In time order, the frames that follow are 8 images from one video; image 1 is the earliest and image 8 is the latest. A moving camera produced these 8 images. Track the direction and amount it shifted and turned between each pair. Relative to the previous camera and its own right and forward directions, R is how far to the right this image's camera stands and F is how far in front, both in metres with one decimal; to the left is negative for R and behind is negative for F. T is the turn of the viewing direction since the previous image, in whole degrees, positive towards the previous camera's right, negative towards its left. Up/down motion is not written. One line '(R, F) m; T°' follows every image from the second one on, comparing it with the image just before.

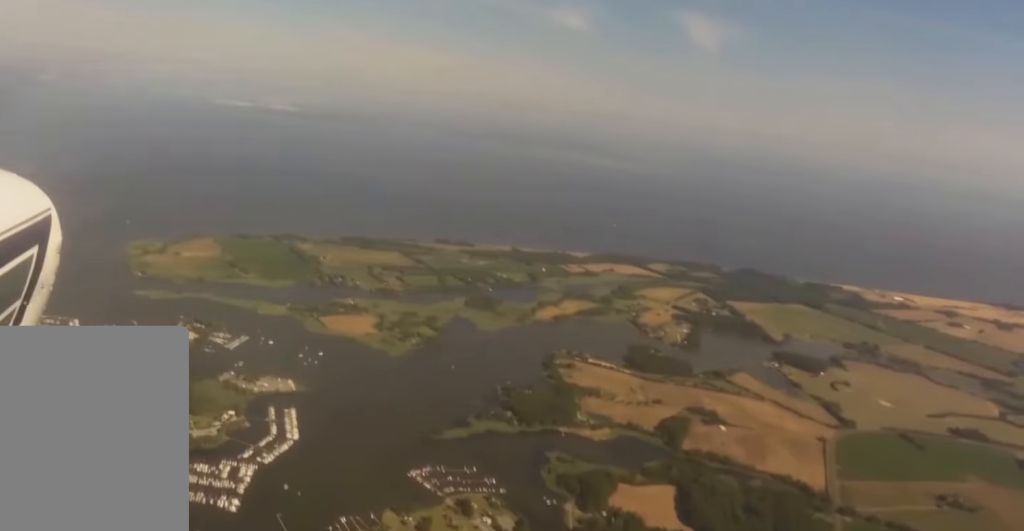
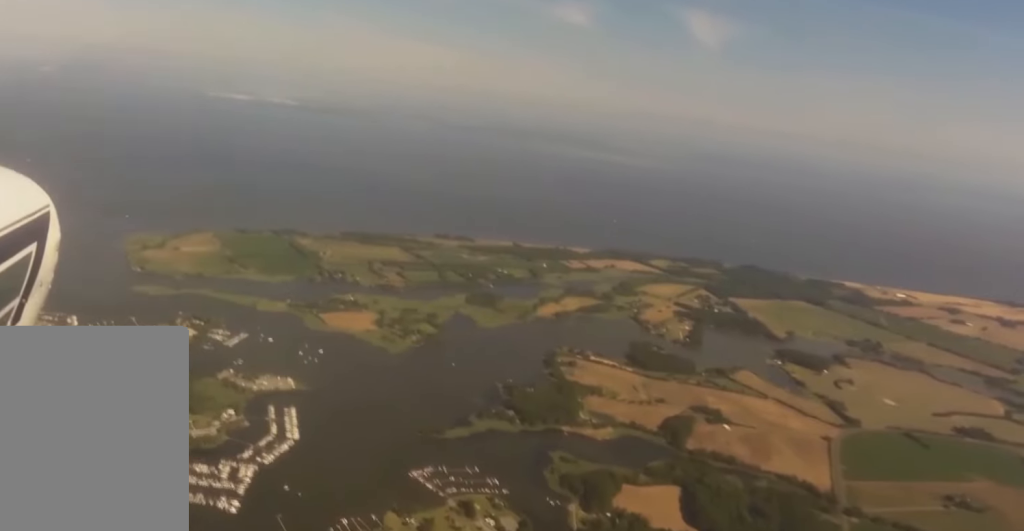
(-0.7, +21.5) m; -1°
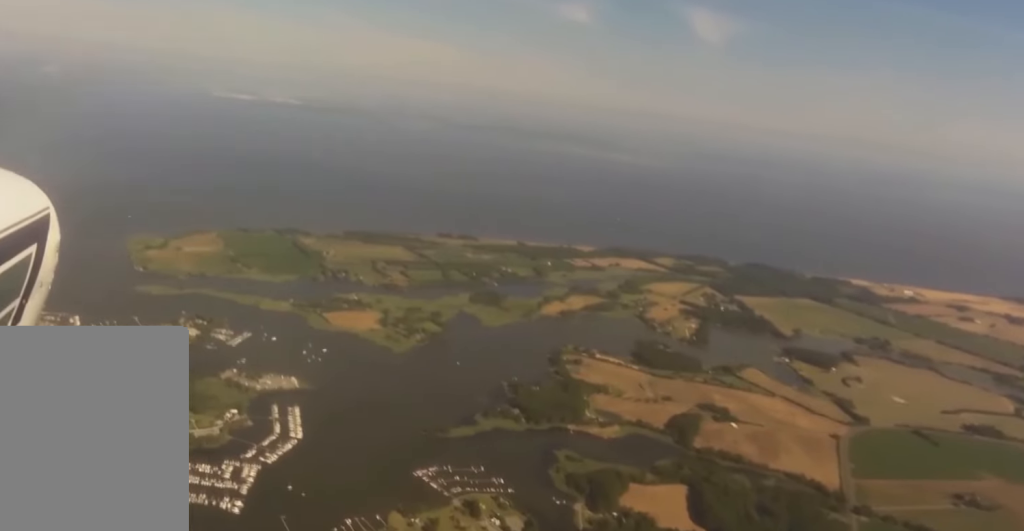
(-0.2, +18.1) m; 0°
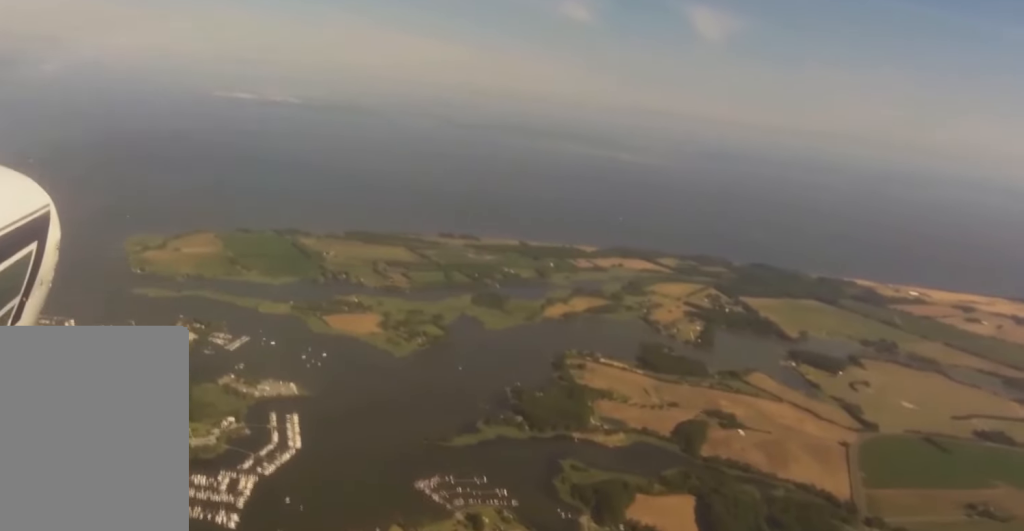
(+0.7, +42.5) m; +3°
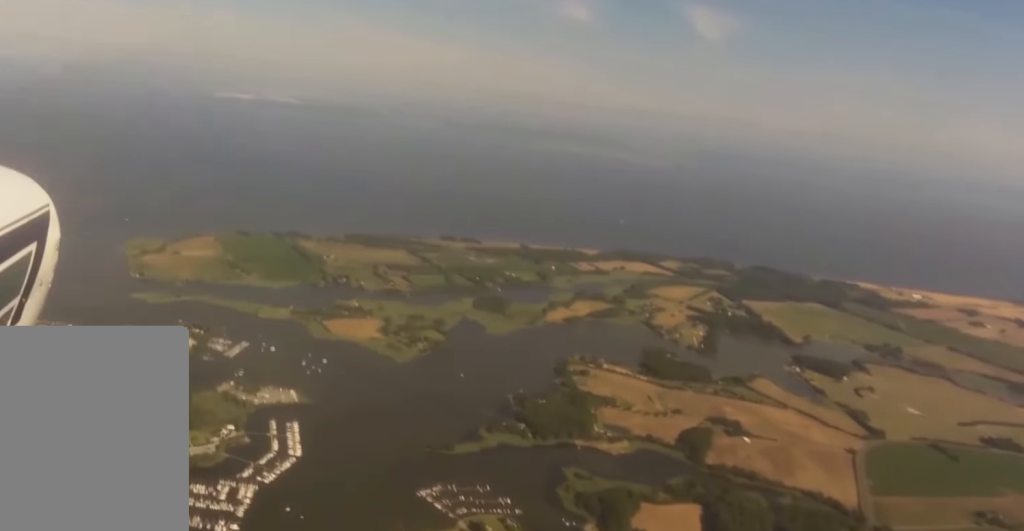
(+0.9, +20.3) m; 0°
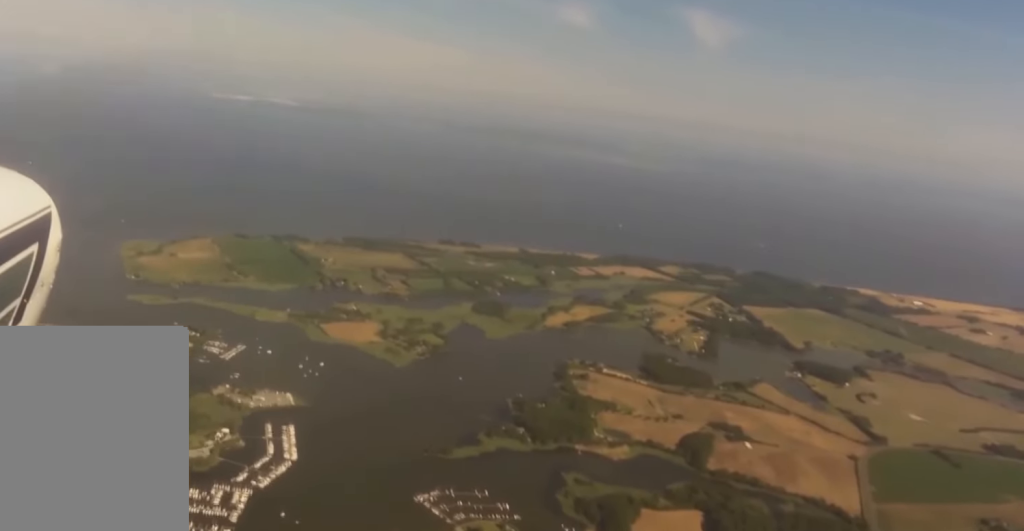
(+0.1, +29.7) m; -1°
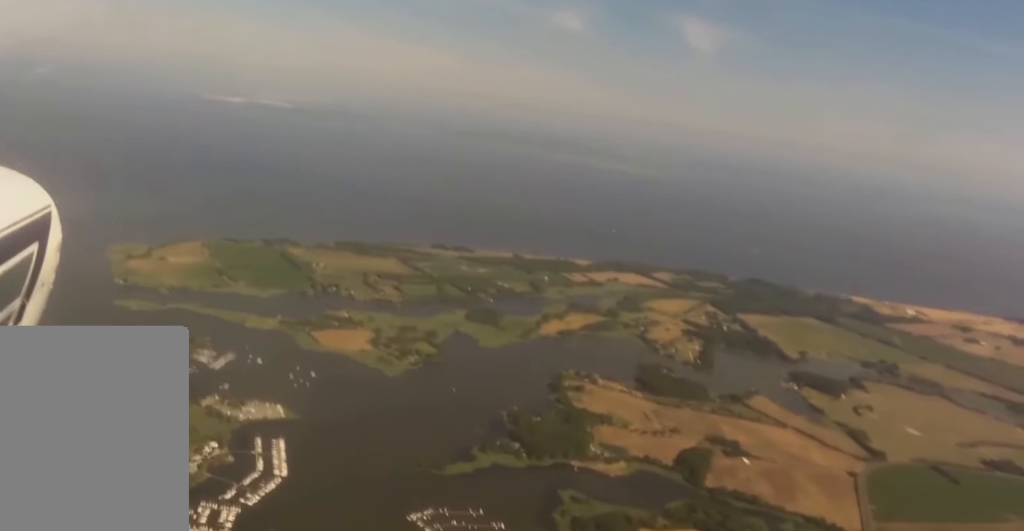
(-1.7, +41.5) m; -2°
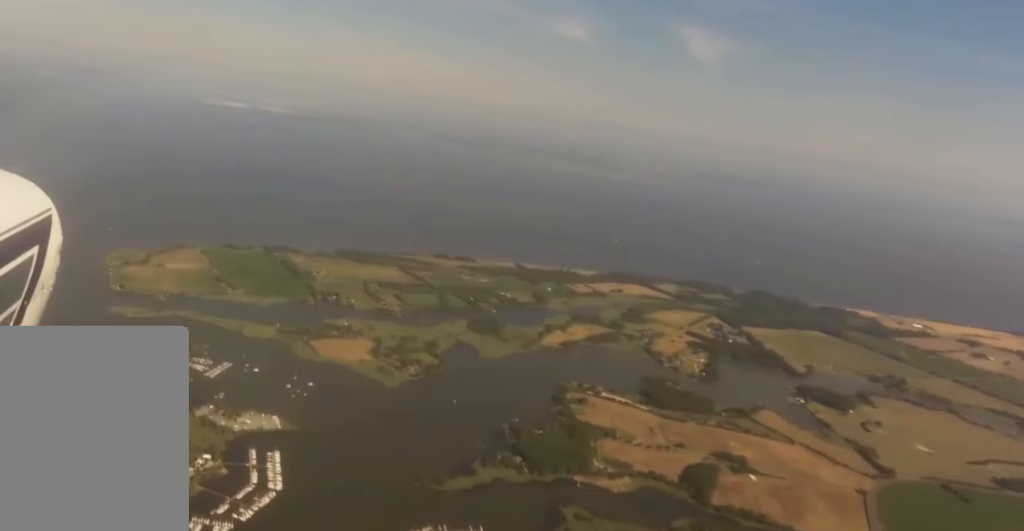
(-0.3, +53.0) m; -1°
